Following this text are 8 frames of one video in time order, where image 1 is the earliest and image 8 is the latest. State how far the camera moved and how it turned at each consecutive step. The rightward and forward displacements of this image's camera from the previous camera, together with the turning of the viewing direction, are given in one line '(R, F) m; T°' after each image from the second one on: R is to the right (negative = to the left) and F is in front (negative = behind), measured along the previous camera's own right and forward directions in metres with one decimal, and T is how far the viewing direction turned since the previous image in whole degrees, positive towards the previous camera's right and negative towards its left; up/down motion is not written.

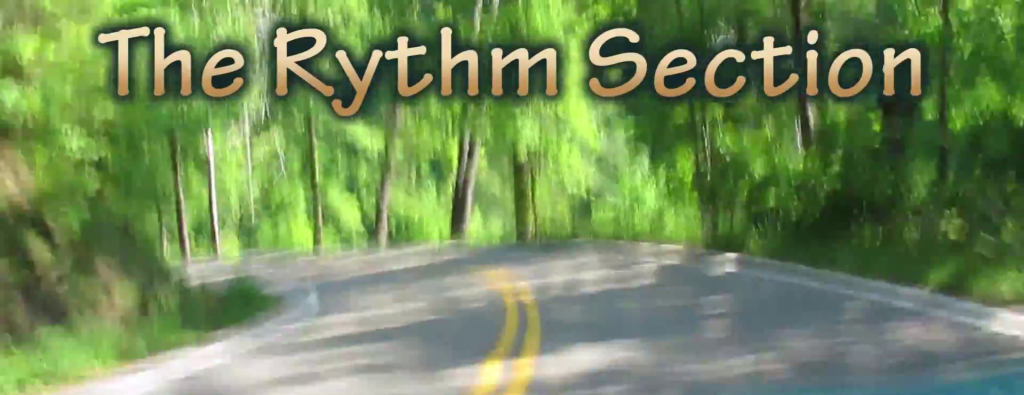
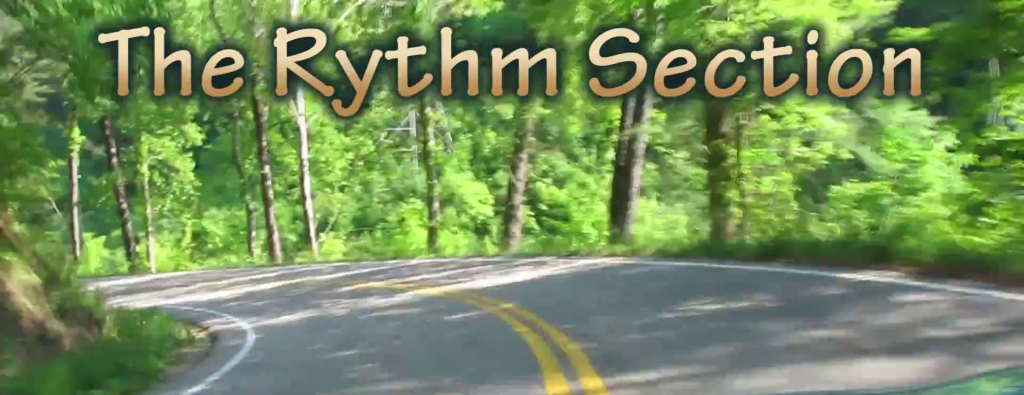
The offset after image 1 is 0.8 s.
(-0.4, +11.5) m; -9°
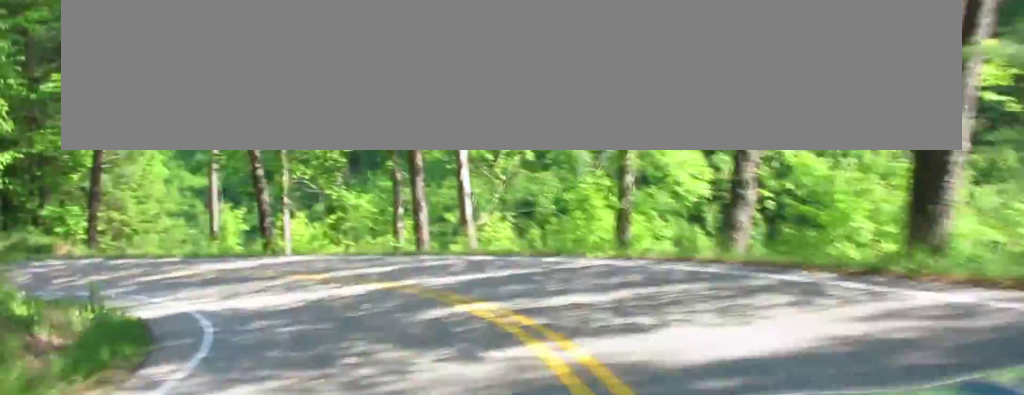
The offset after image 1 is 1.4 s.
(+0.6, +9.0) m; -16°
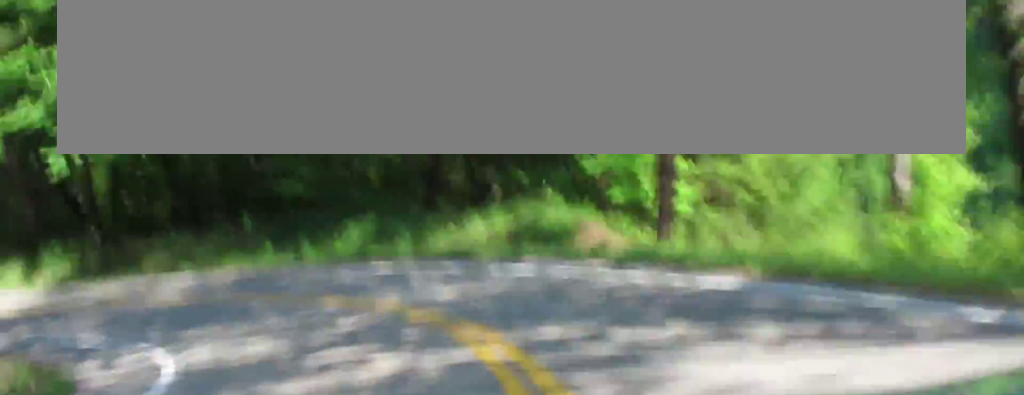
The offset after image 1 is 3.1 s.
(-11.6, +23.0) m; -39°
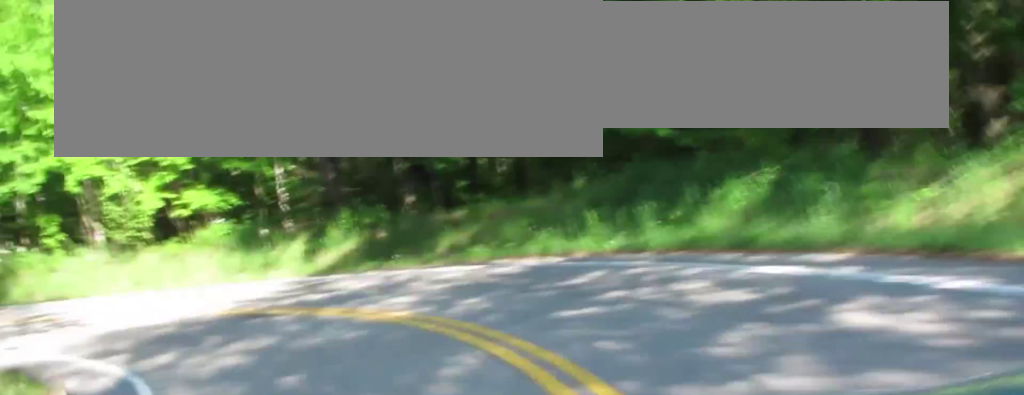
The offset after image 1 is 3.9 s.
(-1.2, +13.6) m; -11°
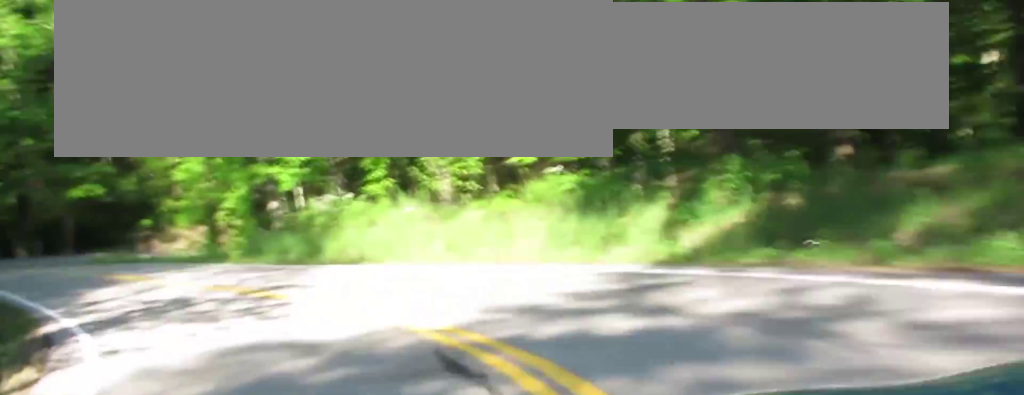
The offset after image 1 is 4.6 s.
(+0.2, +12.3) m; -13°
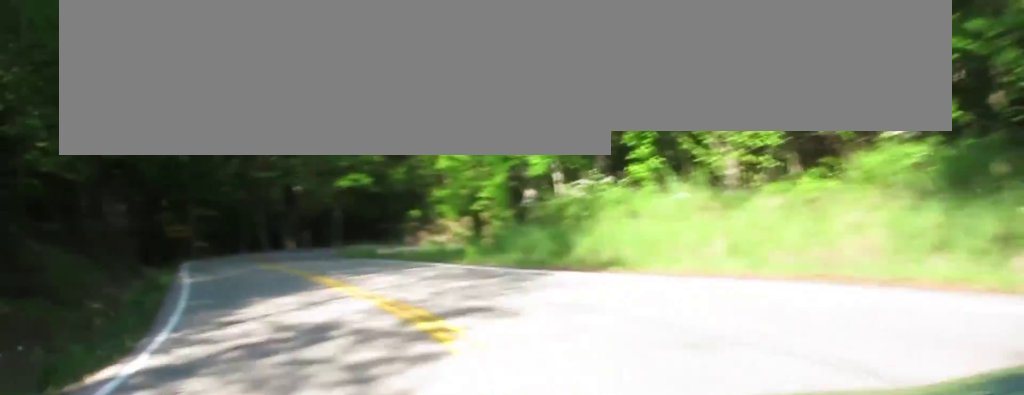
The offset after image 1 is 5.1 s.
(-1.7, +8.1) m; -20°
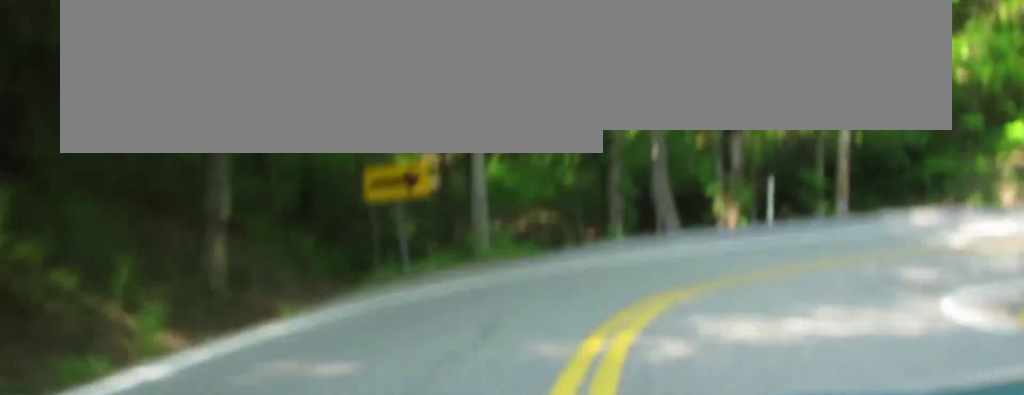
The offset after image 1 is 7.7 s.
(-22.0, +44.3) m; -6°
